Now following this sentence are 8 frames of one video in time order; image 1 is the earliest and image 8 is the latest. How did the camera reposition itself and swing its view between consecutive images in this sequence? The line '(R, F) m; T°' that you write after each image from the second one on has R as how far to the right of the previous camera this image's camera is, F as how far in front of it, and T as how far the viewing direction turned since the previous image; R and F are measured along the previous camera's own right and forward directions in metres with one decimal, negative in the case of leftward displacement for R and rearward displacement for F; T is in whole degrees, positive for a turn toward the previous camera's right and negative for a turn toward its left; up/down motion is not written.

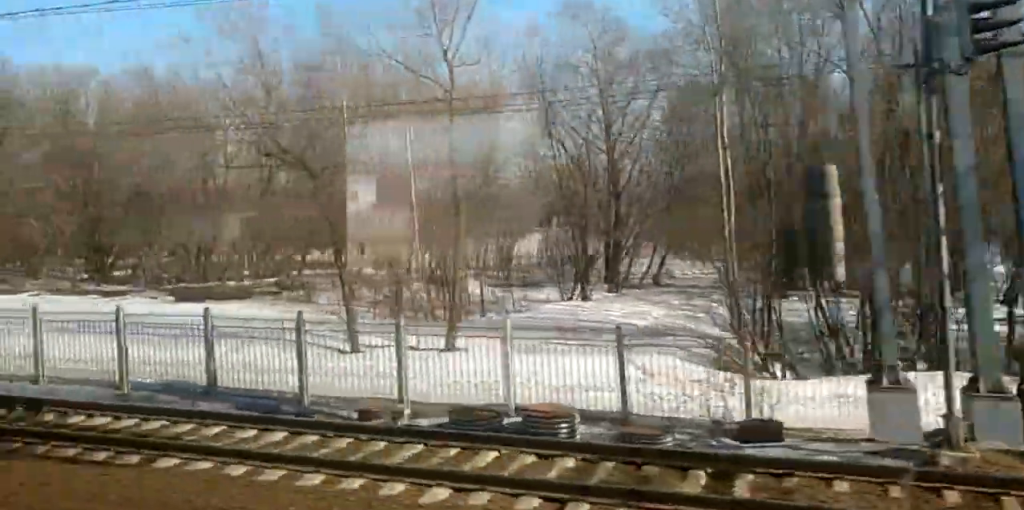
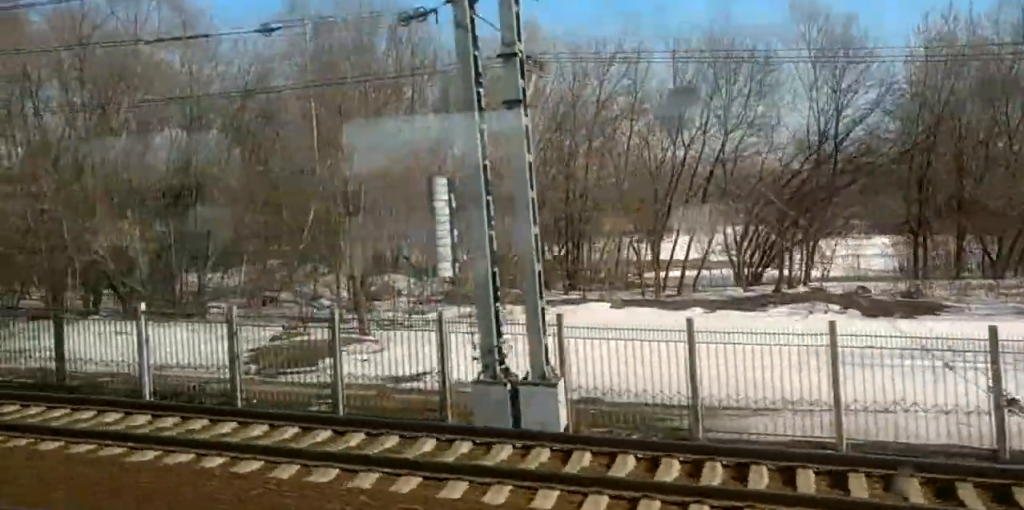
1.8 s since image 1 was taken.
(+0.4, +26.7) m; +1°
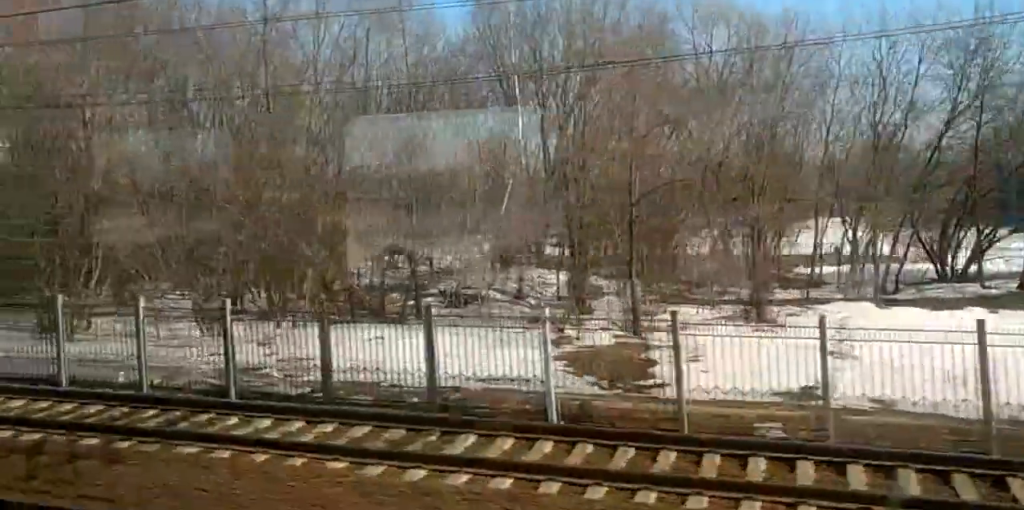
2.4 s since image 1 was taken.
(0.0, +9.1) m; 0°
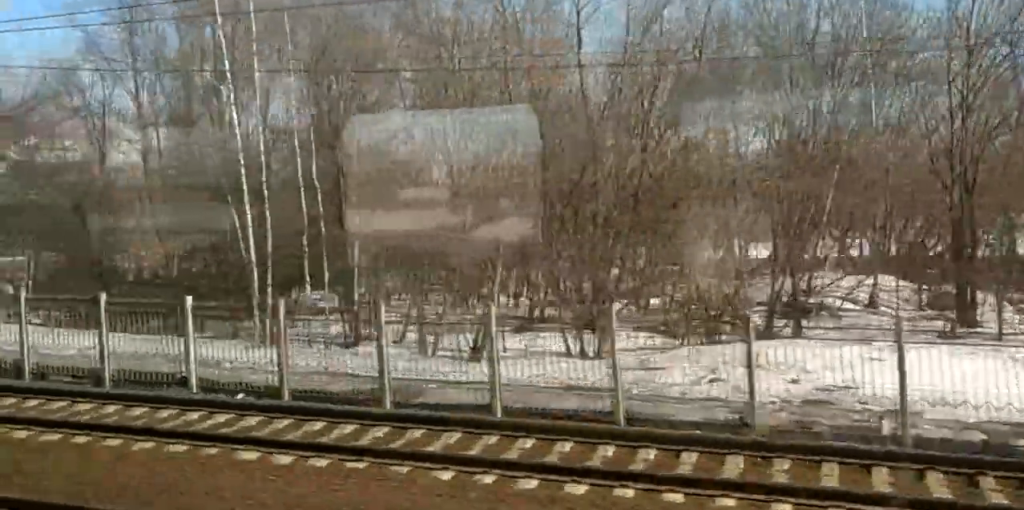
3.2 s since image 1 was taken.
(-0.2, +13.7) m; 0°
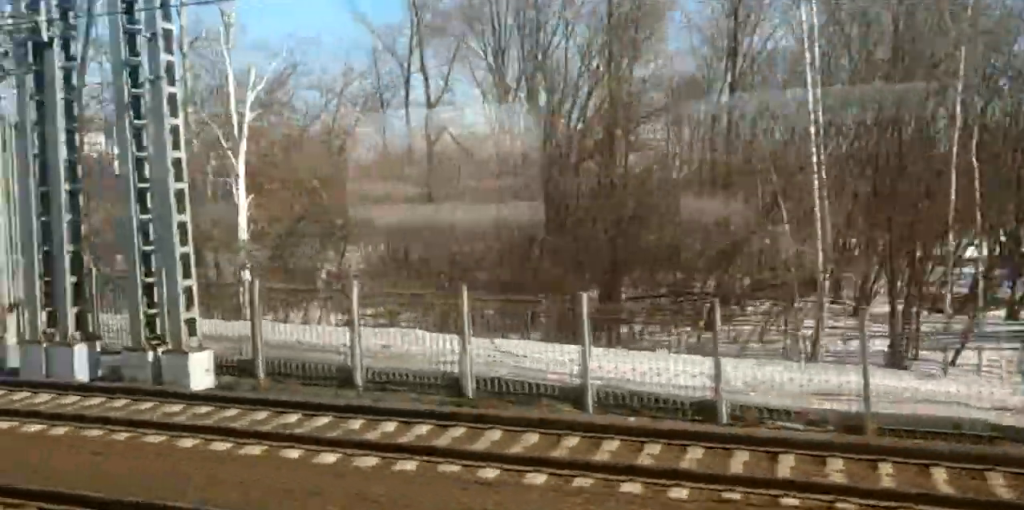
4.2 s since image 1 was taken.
(+0.3, +17.7) m; -1°
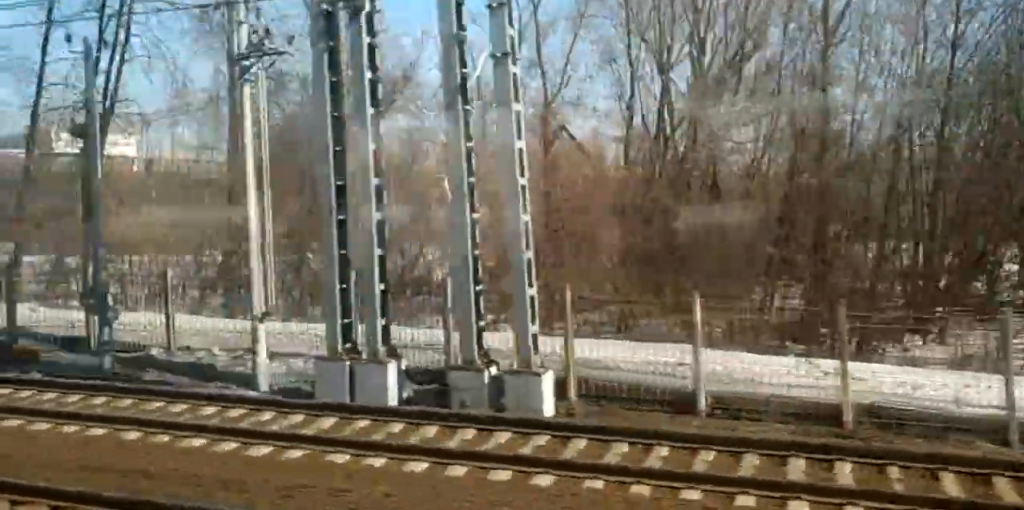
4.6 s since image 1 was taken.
(-0.2, +7.1) m; -1°
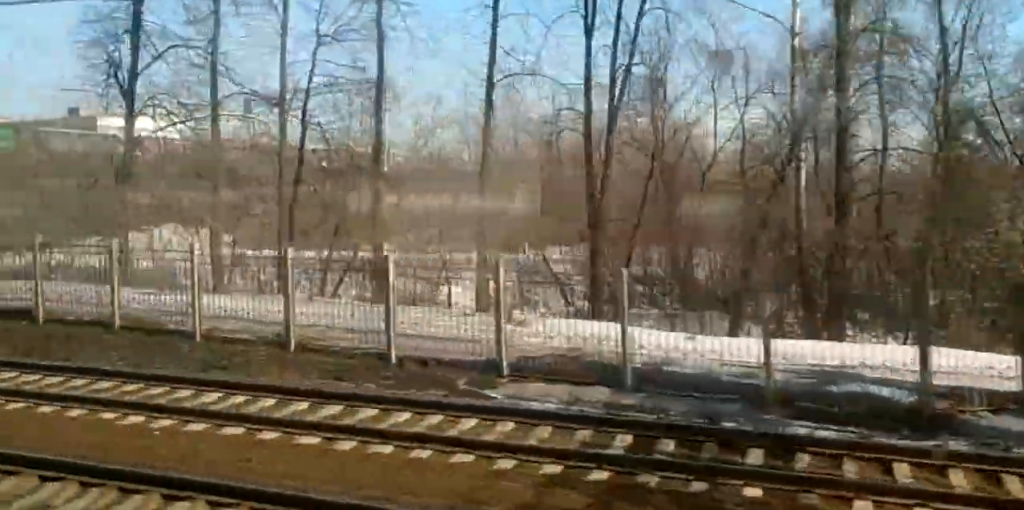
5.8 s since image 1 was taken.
(-0.4, +21.4) m; -1°
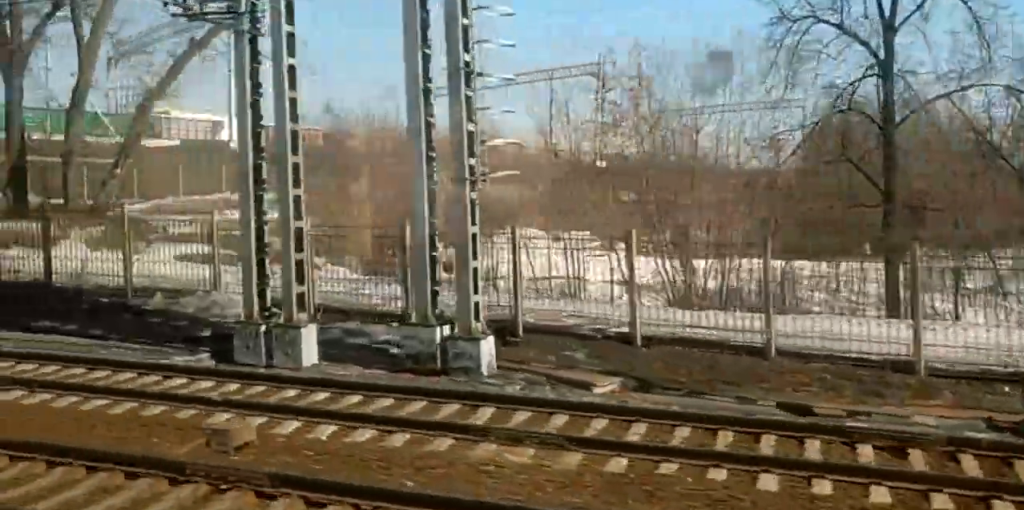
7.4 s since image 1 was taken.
(+0.1, +29.1) m; 0°
